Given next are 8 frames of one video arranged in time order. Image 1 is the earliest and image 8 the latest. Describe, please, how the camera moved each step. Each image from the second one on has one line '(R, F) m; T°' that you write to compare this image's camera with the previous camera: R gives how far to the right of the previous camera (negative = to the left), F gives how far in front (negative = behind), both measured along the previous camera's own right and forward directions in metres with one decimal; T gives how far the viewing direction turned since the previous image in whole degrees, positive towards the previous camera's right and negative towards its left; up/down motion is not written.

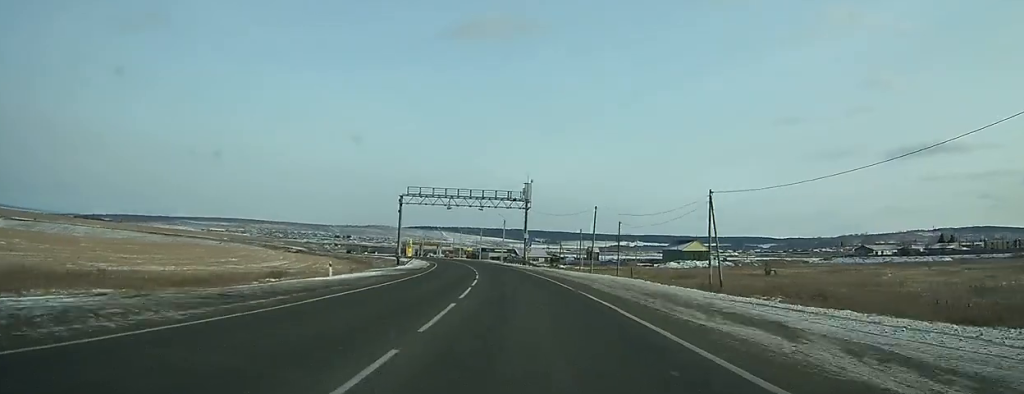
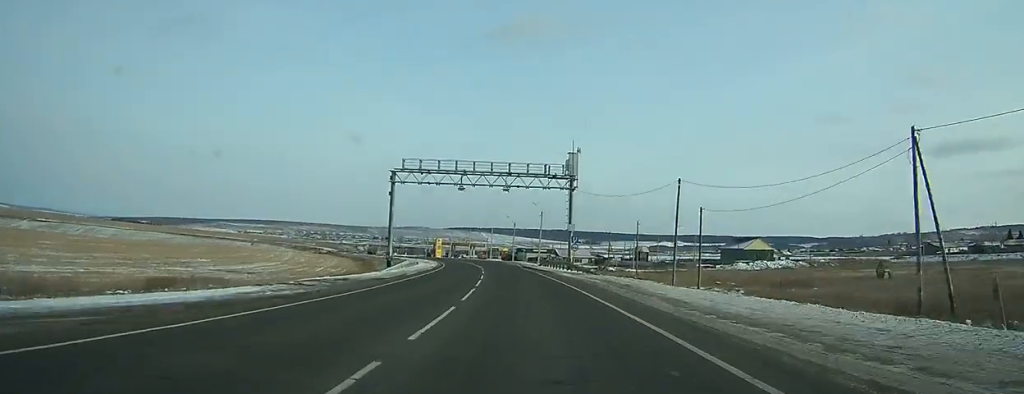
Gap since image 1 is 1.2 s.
(-0.7, +25.2) m; -3°
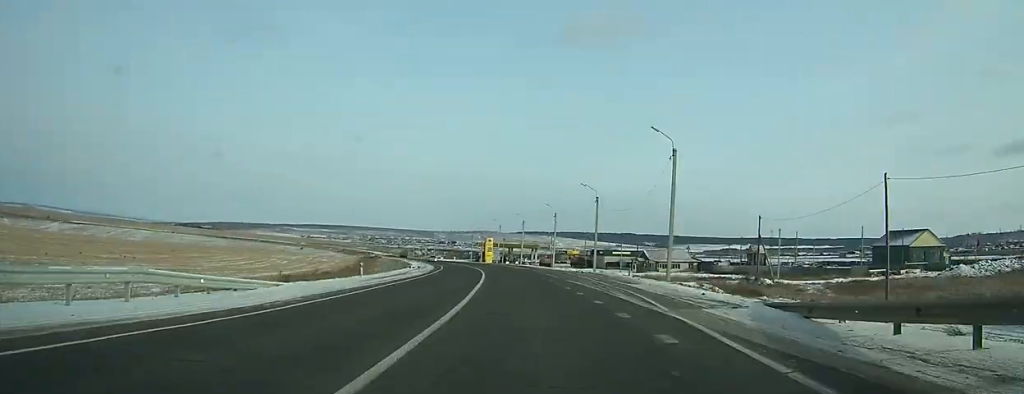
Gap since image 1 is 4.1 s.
(-4.0, +56.7) m; -8°
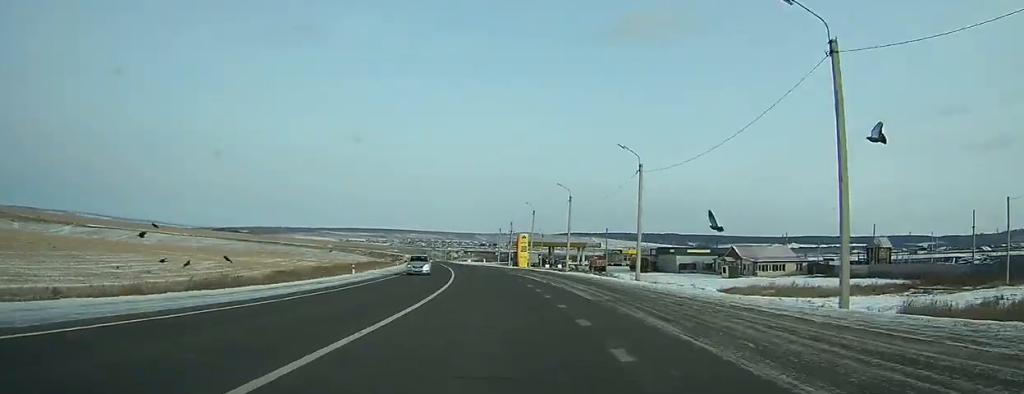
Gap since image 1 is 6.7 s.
(-1.8, +41.0) m; -6°
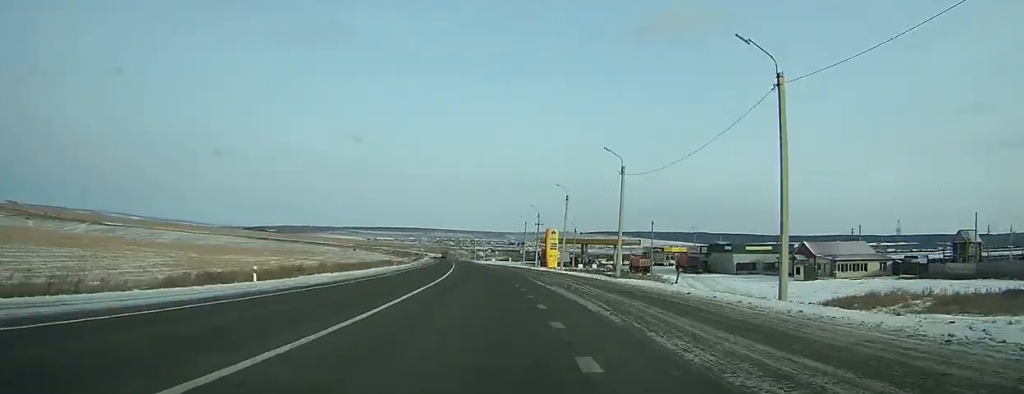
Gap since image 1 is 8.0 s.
(-0.8, +18.3) m; -3°
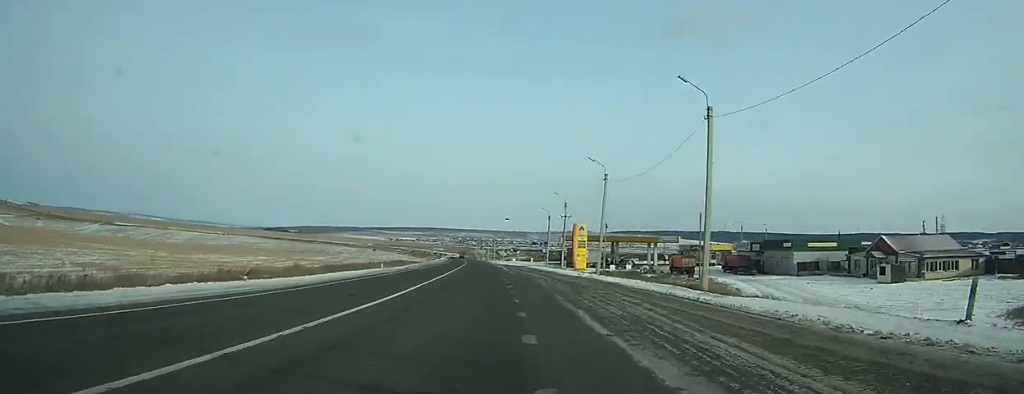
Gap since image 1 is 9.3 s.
(-0.4, +16.7) m; -2°
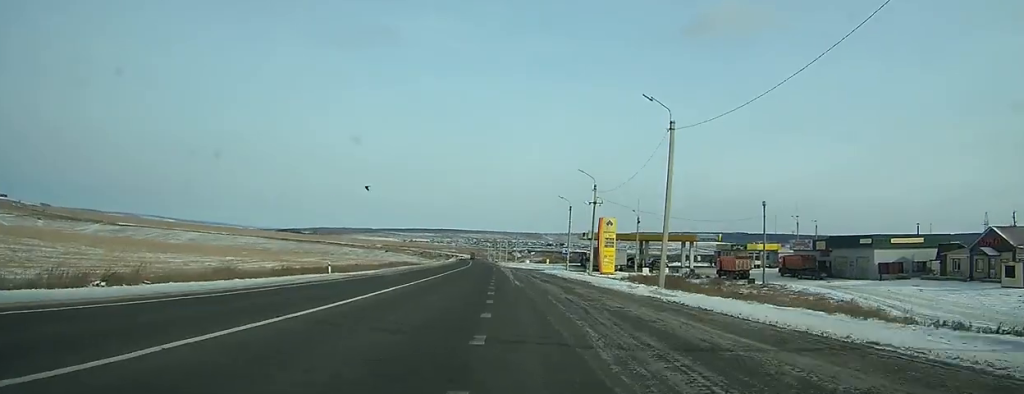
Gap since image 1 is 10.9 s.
(-0.3, +19.9) m; -1°
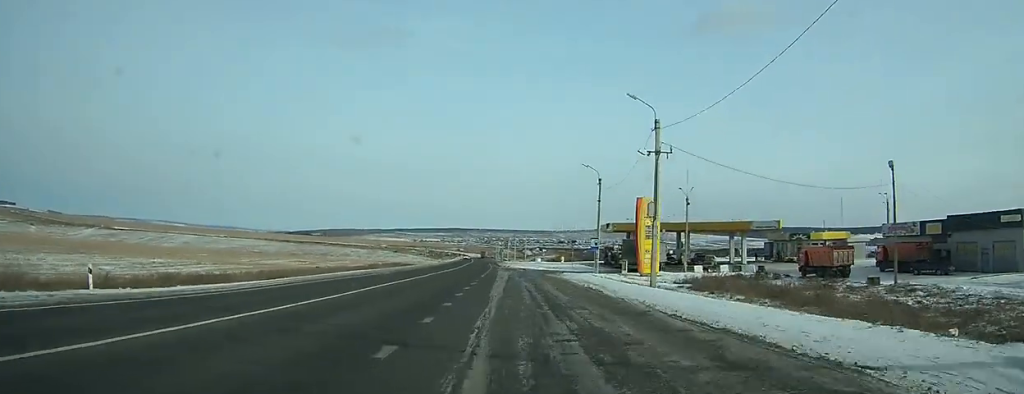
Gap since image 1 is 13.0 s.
(-0.2, +23.5) m; 0°
